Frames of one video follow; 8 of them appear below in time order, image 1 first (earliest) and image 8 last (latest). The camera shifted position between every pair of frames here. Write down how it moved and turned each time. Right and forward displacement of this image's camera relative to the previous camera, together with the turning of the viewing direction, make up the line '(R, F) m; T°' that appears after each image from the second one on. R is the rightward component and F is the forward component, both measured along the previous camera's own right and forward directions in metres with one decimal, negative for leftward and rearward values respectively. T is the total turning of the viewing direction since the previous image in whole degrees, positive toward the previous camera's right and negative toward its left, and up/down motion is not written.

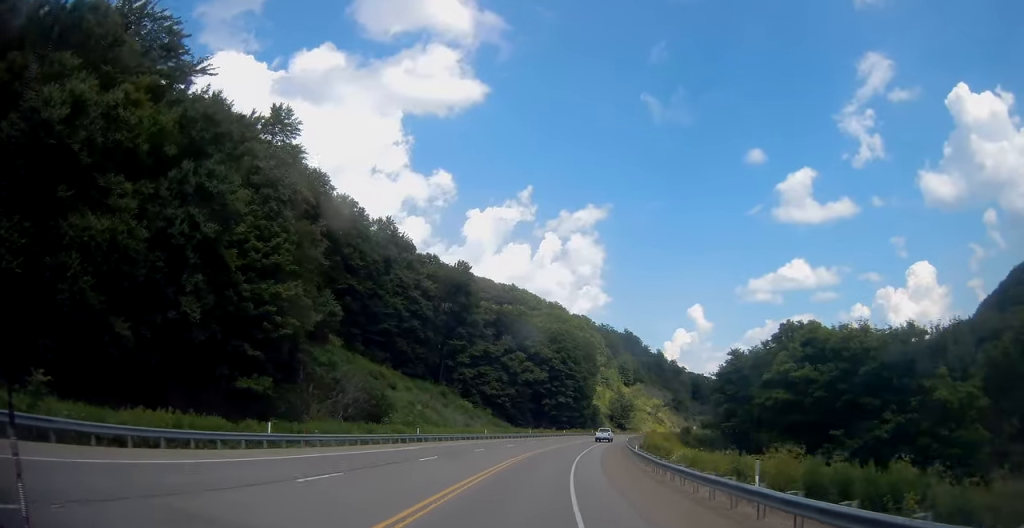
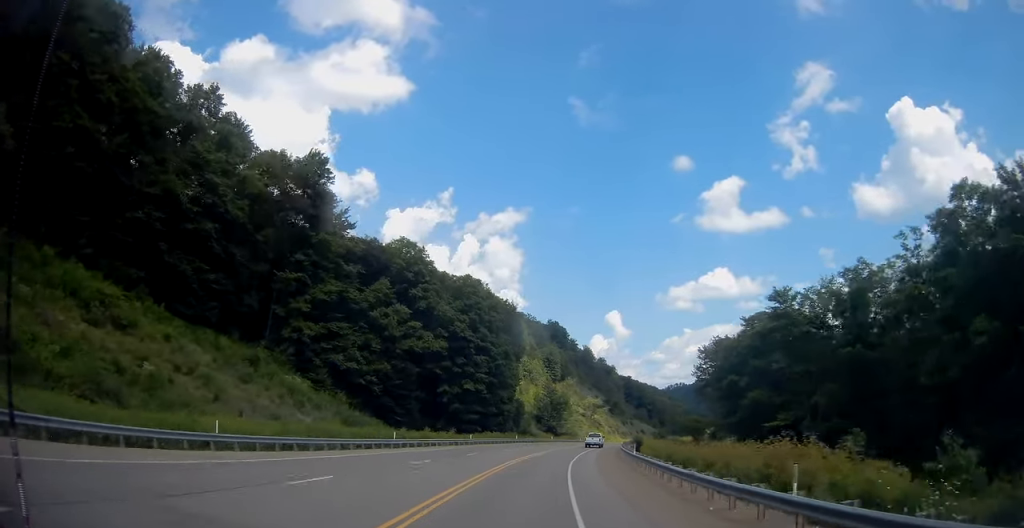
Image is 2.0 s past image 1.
(+3.5, +47.8) m; +9°
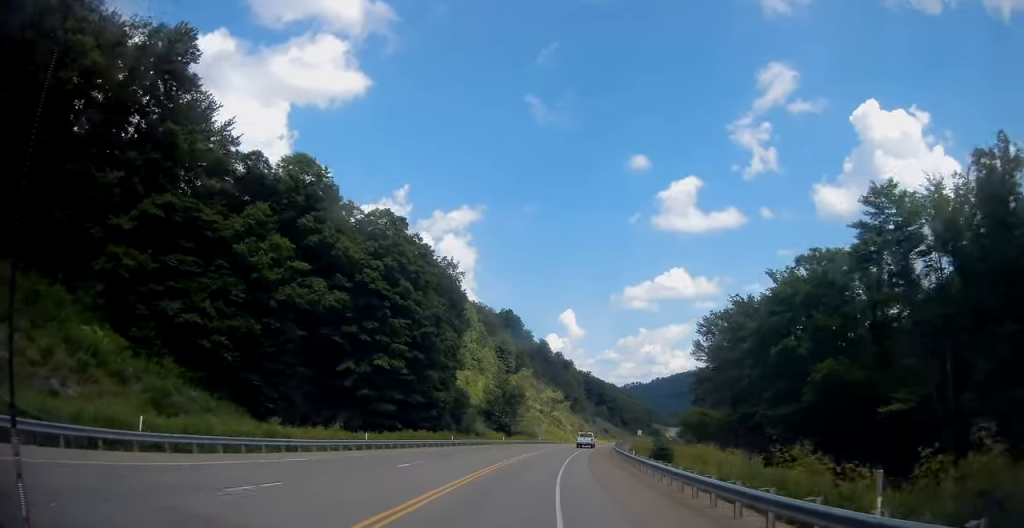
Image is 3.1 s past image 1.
(+1.5, +26.3) m; +5°
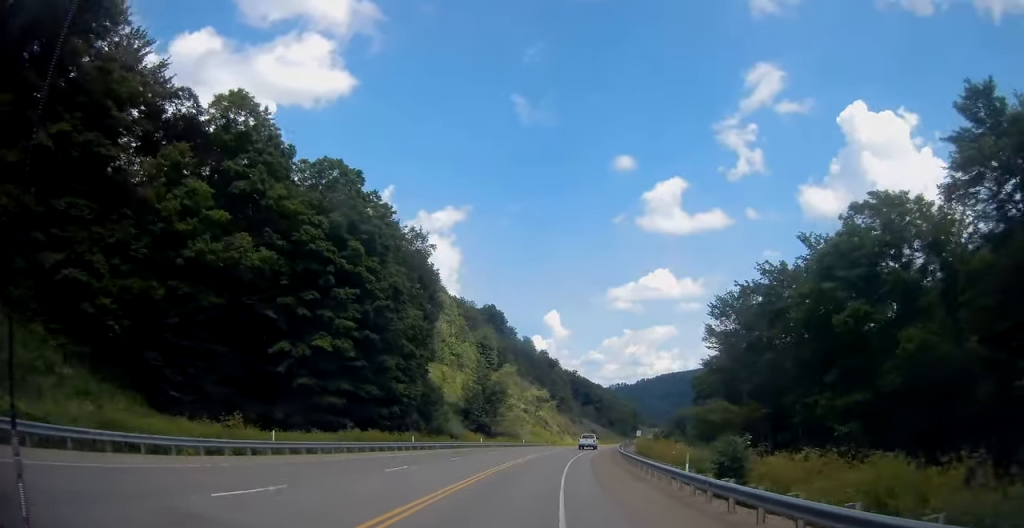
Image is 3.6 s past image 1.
(+0.1, +12.7) m; +1°
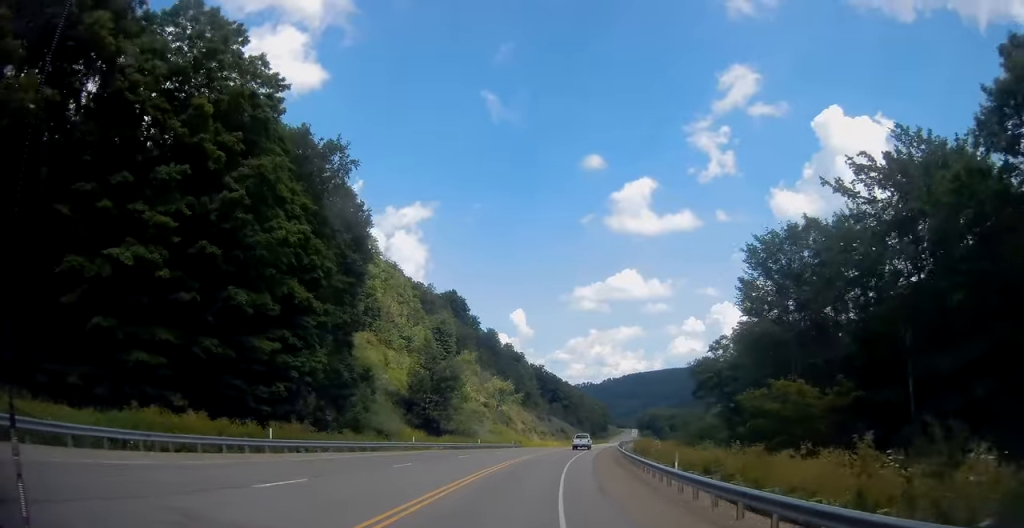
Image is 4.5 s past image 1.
(+0.5, +22.0) m; +3°
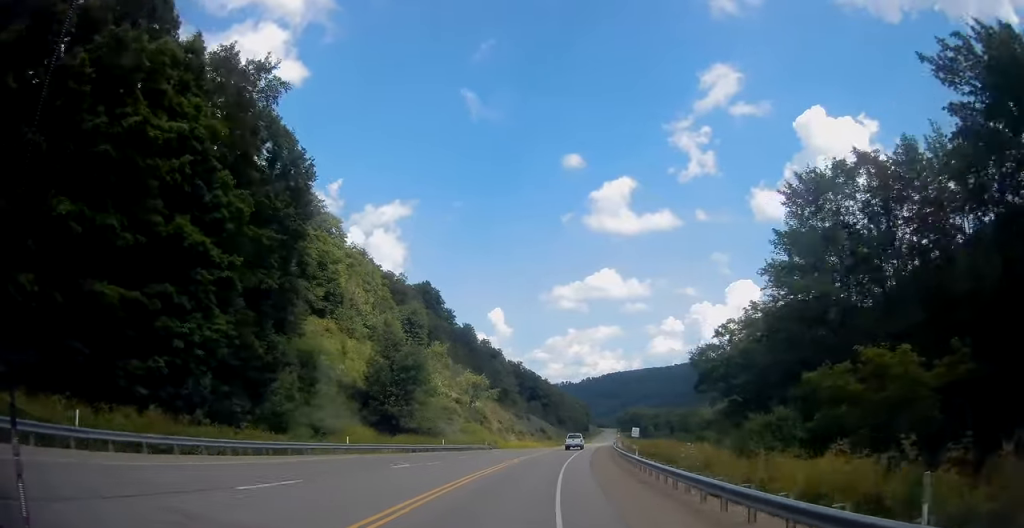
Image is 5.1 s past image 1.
(+0.1, +12.5) m; +2°
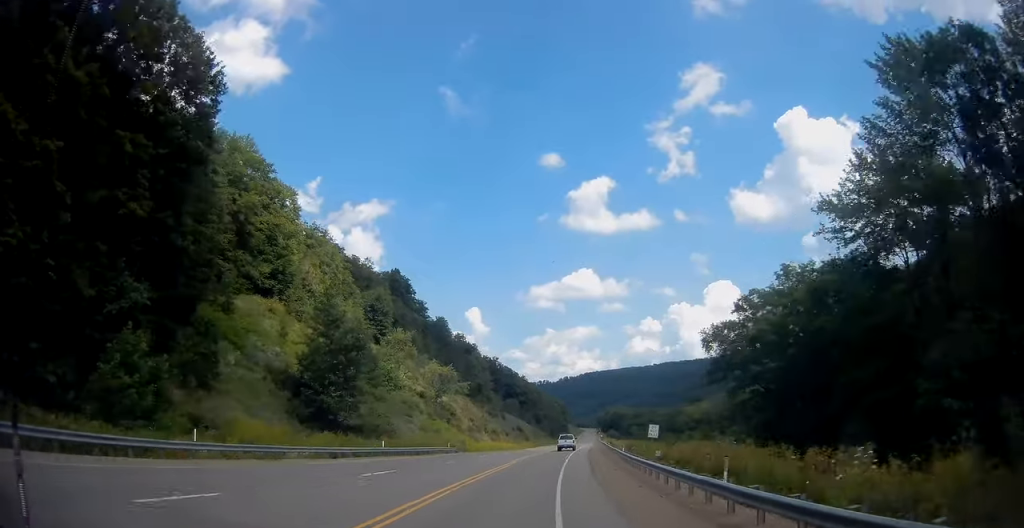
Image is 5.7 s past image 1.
(+0.3, +15.6) m; +3°
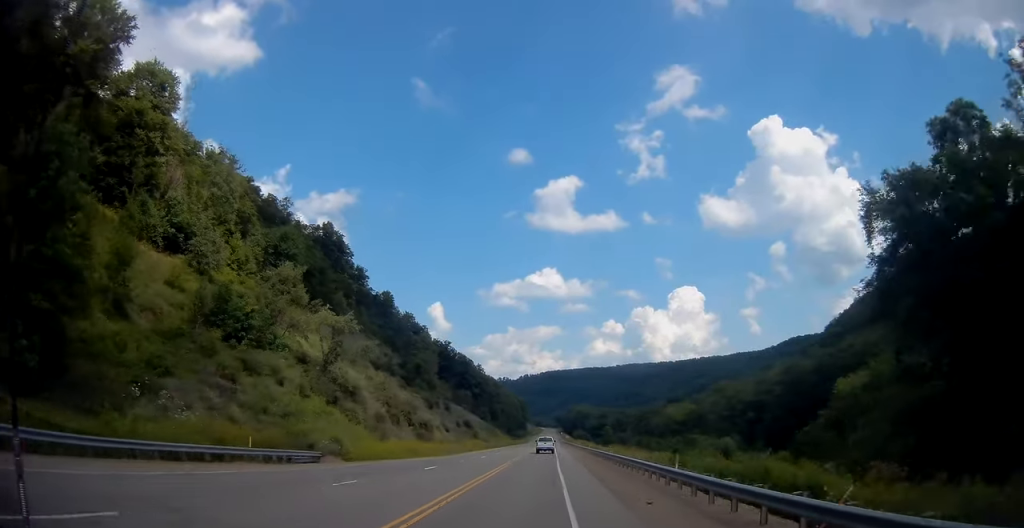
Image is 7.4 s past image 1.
(+1.7, +39.8) m; +4°
